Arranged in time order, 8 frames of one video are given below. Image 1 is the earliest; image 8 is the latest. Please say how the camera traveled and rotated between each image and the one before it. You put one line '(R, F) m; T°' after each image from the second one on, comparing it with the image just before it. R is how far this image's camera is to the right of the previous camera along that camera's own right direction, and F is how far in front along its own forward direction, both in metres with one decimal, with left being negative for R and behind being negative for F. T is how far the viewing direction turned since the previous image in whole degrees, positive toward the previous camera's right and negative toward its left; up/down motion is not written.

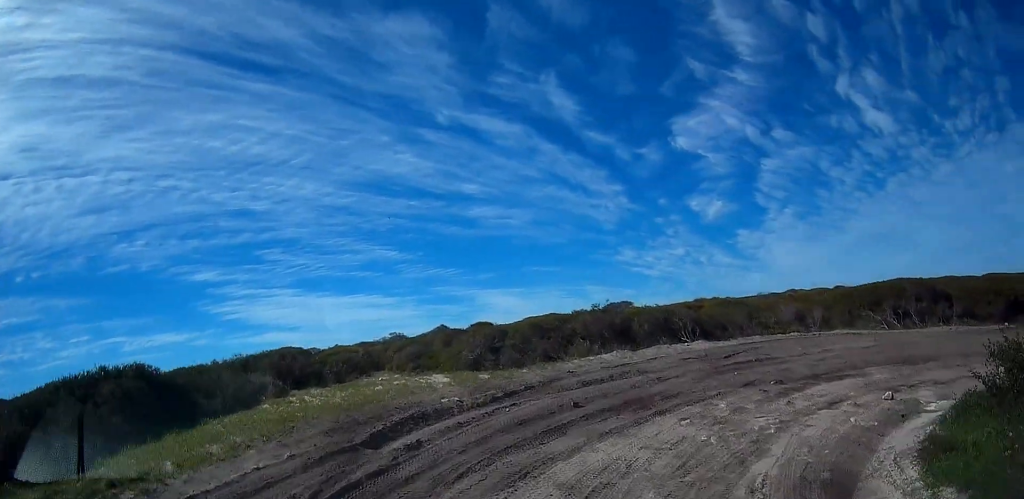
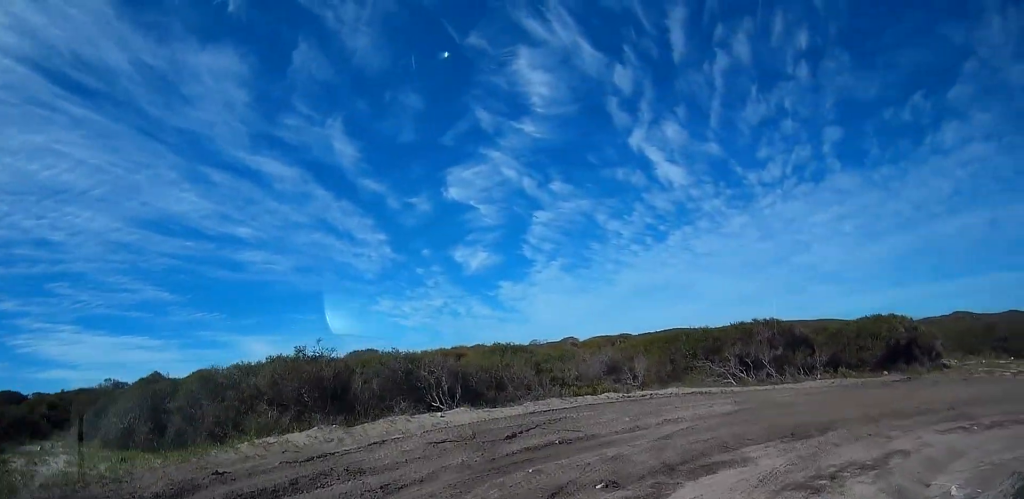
(+1.2, +4.7) m; +23°
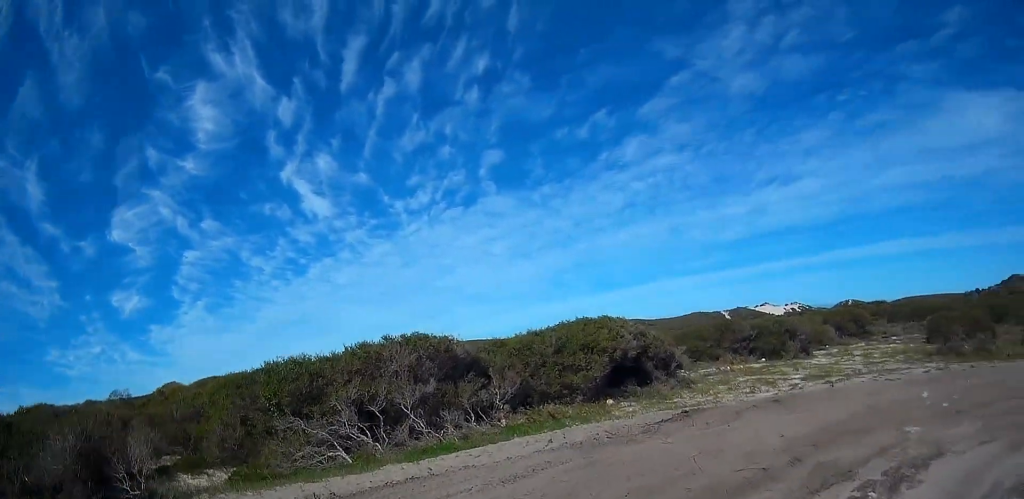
(+2.0, +4.7) m; +52°
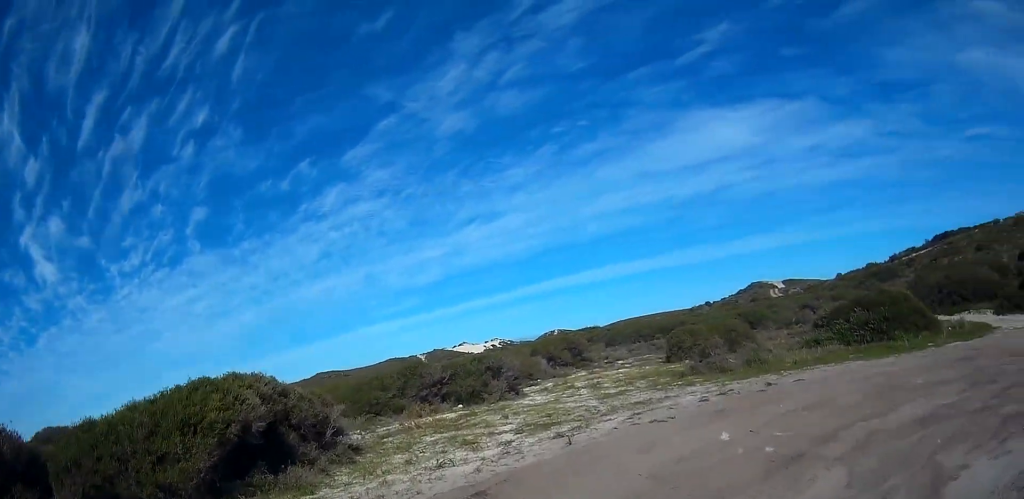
(+0.8, +3.6) m; +20°
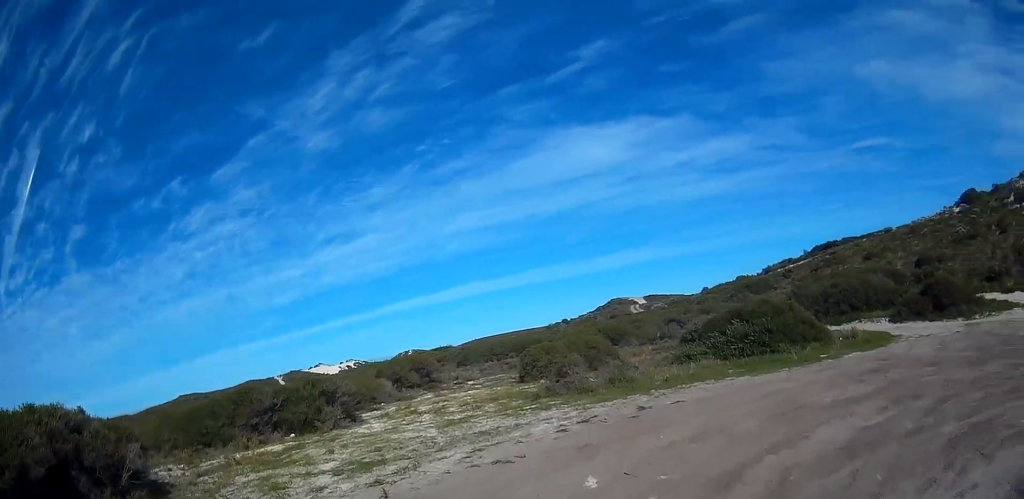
(+0.1, +1.7) m; +9°
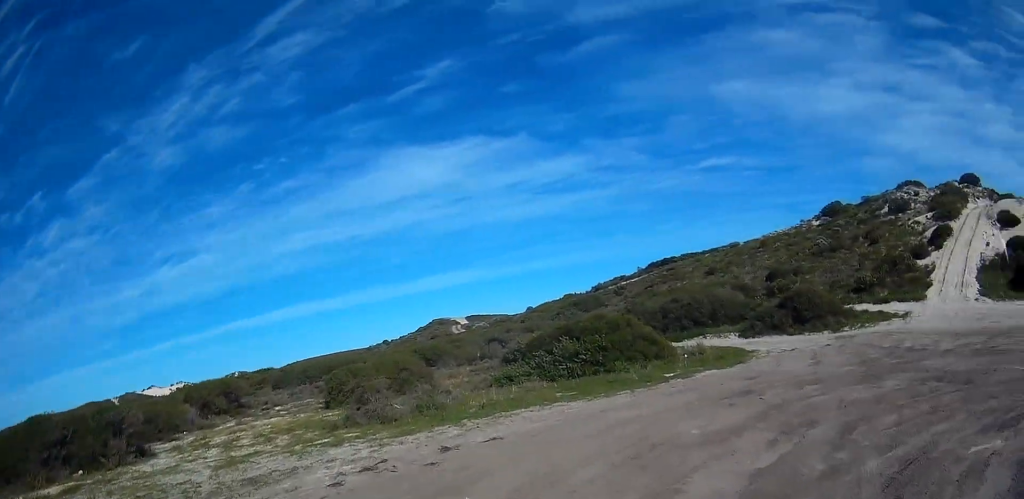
(0.0, +2.1) m; +11°
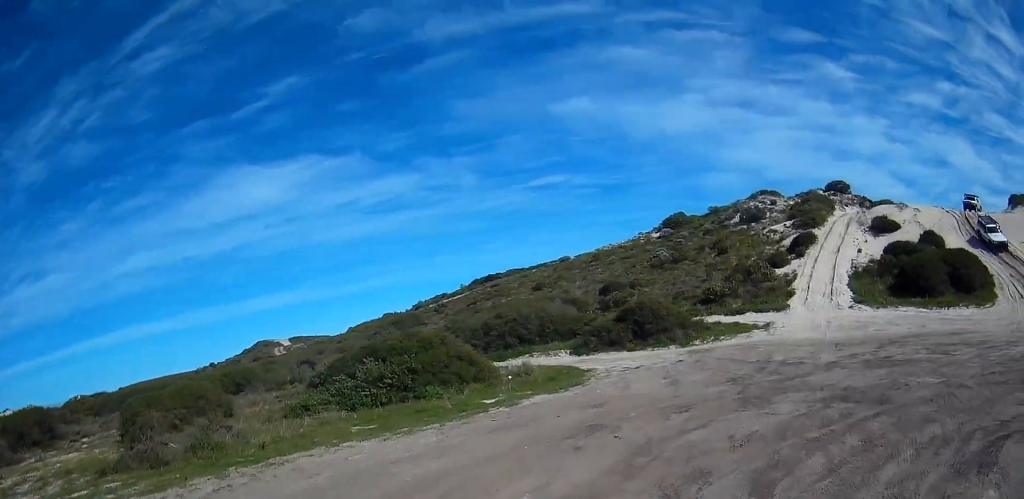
(+0.4, +2.6) m; +14°
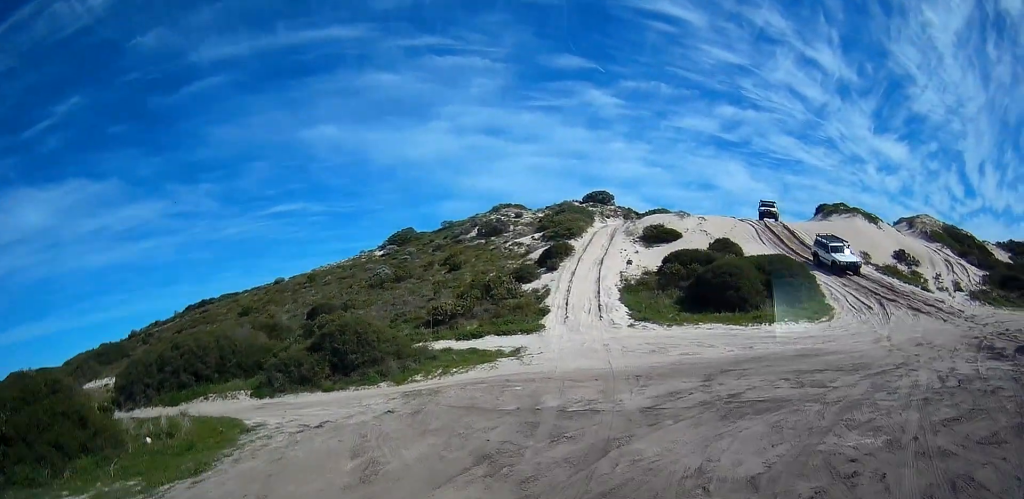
(+2.1, +7.1) m; +25°
